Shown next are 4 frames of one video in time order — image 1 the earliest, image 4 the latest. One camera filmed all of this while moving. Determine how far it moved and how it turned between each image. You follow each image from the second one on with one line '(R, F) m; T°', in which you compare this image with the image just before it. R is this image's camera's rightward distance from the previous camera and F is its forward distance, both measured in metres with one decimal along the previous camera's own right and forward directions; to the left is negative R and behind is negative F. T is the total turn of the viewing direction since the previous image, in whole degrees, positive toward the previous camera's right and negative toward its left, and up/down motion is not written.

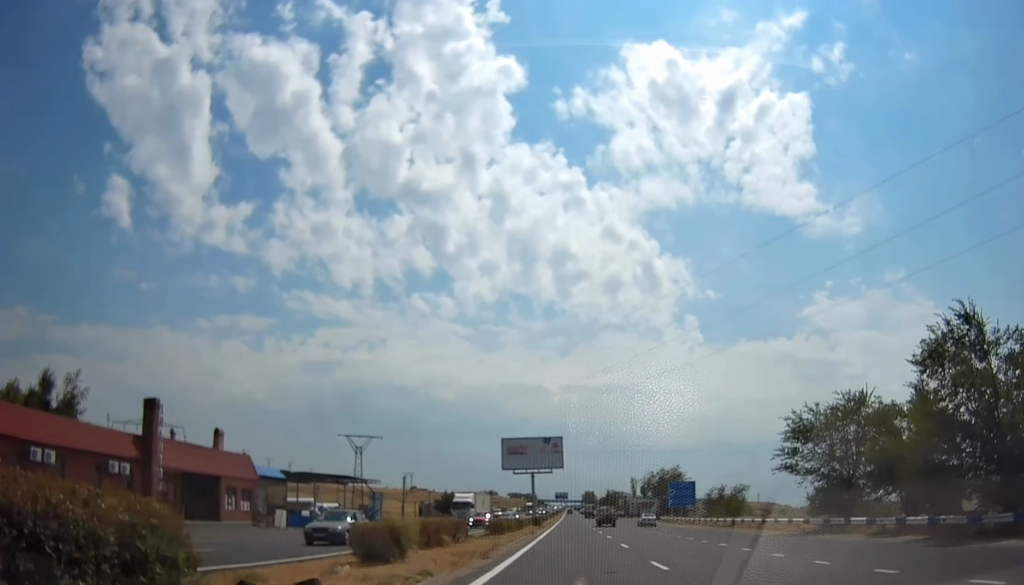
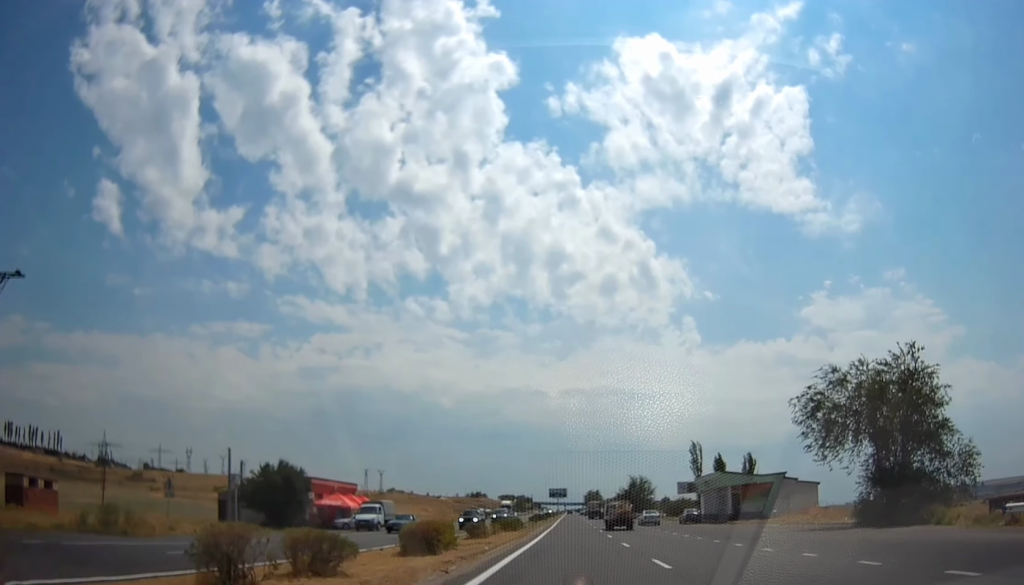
(+1.0, +89.8) m; +1°
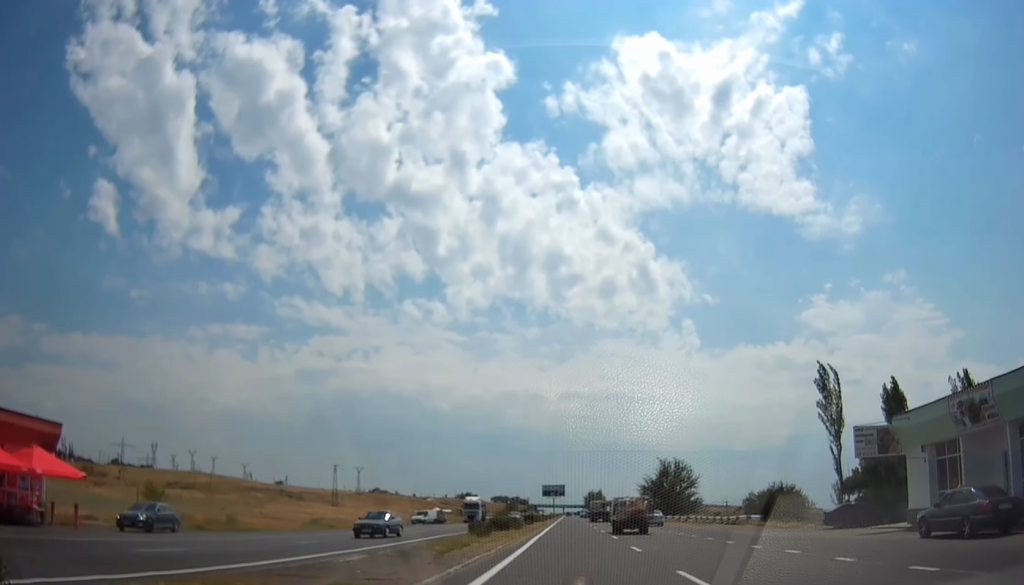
(-0.6, +47.4) m; -1°
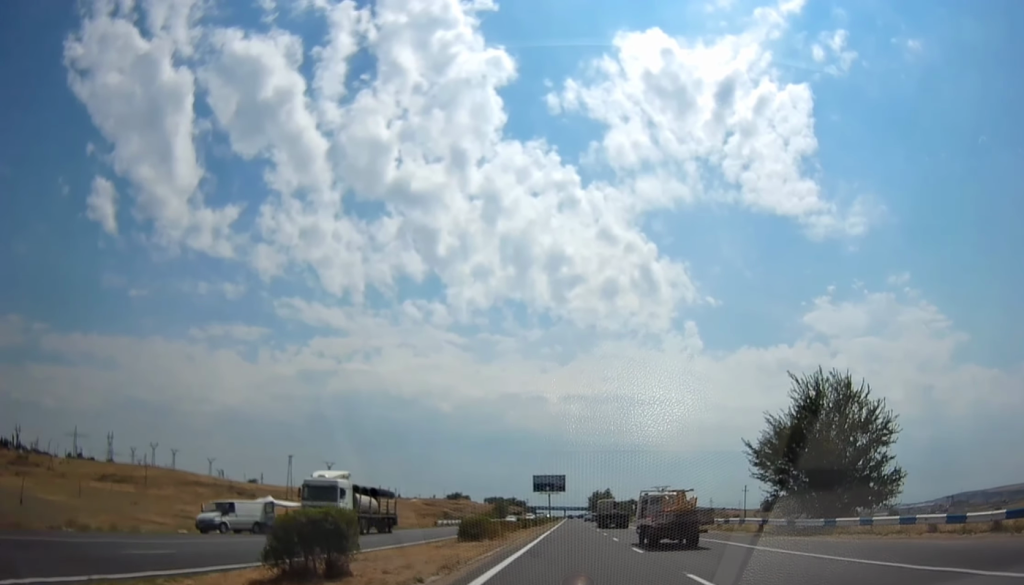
(+0.1, +55.6) m; +1°
